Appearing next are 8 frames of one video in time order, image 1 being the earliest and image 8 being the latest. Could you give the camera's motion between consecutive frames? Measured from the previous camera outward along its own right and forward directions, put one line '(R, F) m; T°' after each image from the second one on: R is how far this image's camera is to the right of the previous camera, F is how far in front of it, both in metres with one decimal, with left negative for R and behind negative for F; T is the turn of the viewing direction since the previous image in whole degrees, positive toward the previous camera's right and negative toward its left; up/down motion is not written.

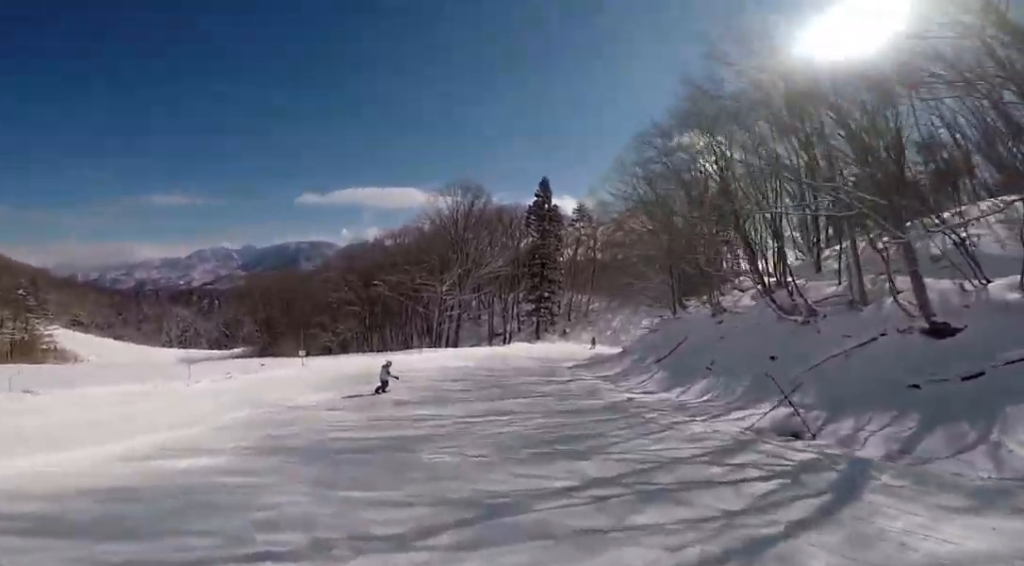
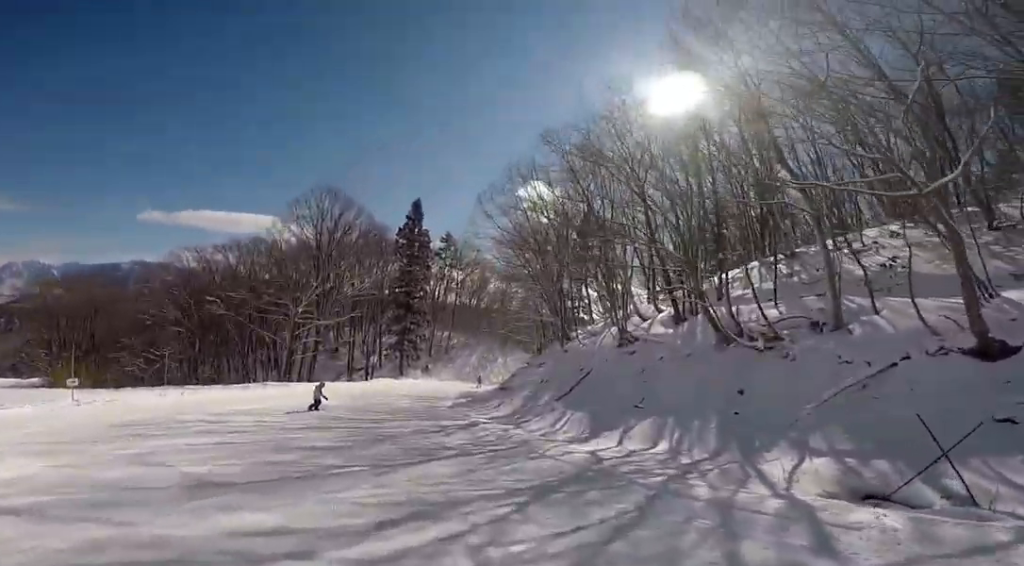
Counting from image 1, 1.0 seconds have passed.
(+1.3, +7.1) m; +11°
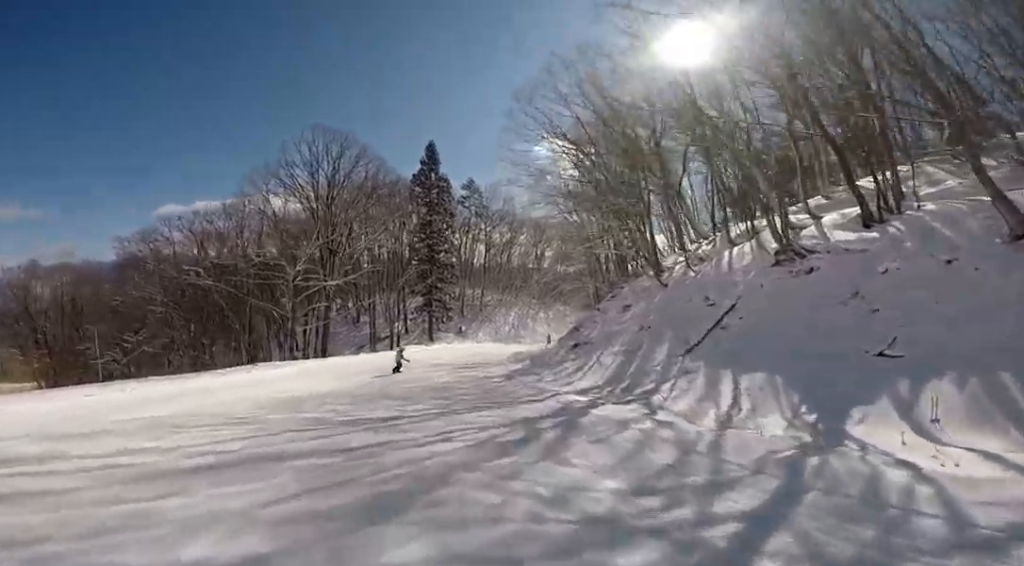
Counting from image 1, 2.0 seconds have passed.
(+0.1, +8.3) m; -1°
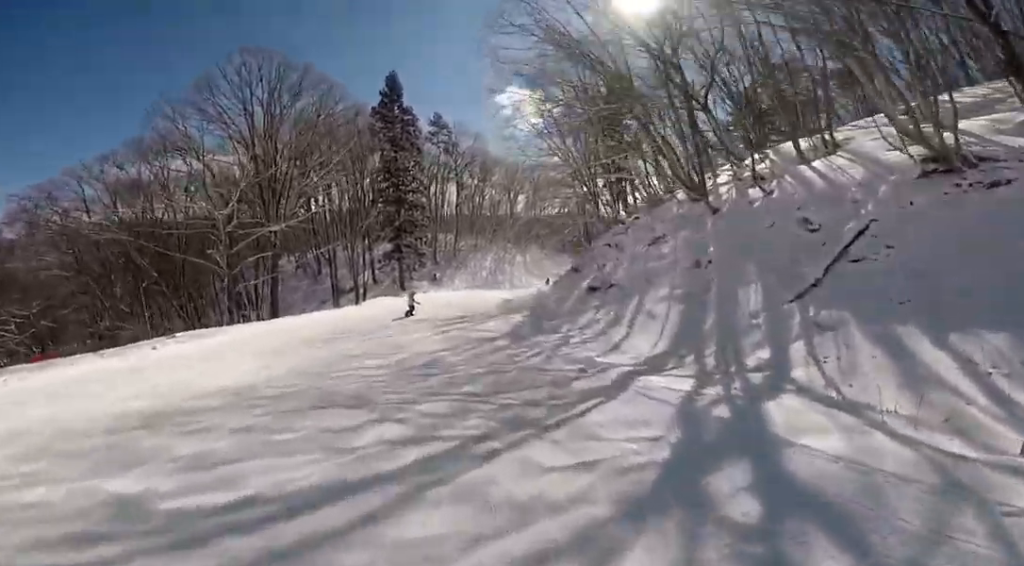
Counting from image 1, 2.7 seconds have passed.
(-0.4, +5.7) m; +2°
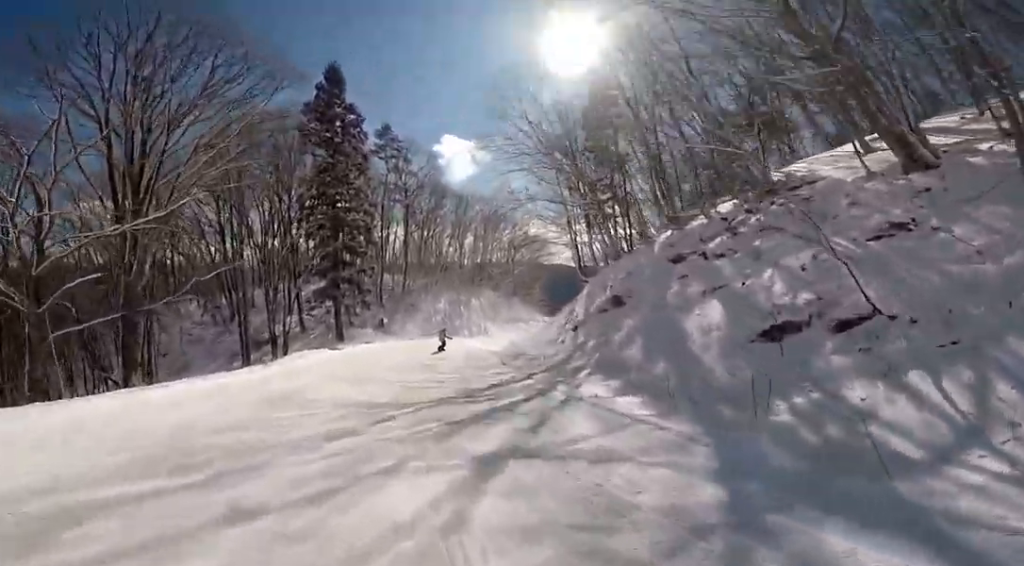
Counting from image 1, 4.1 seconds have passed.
(+1.7, +10.5) m; +6°
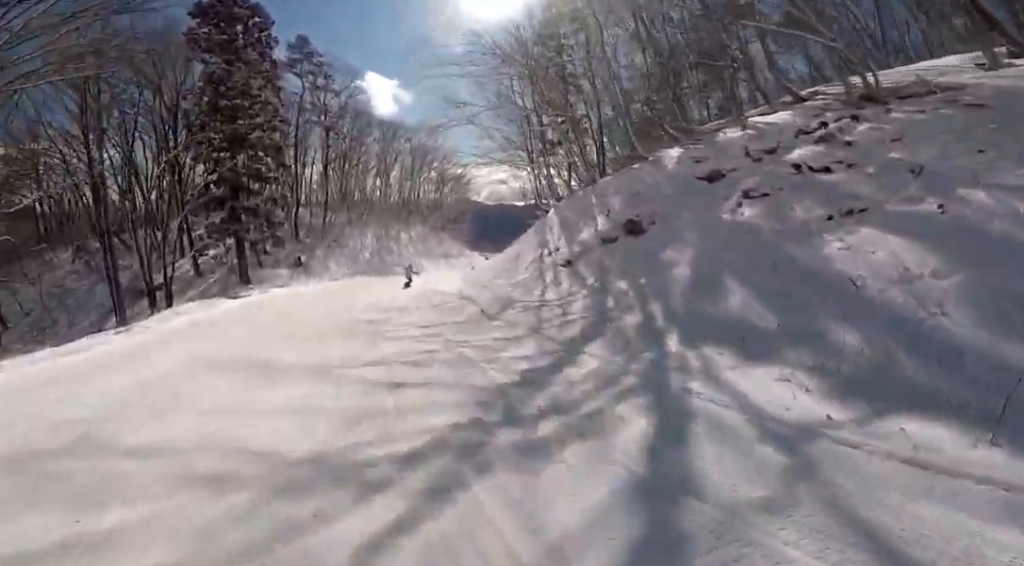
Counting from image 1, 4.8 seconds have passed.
(-0.1, +5.2) m; -1°
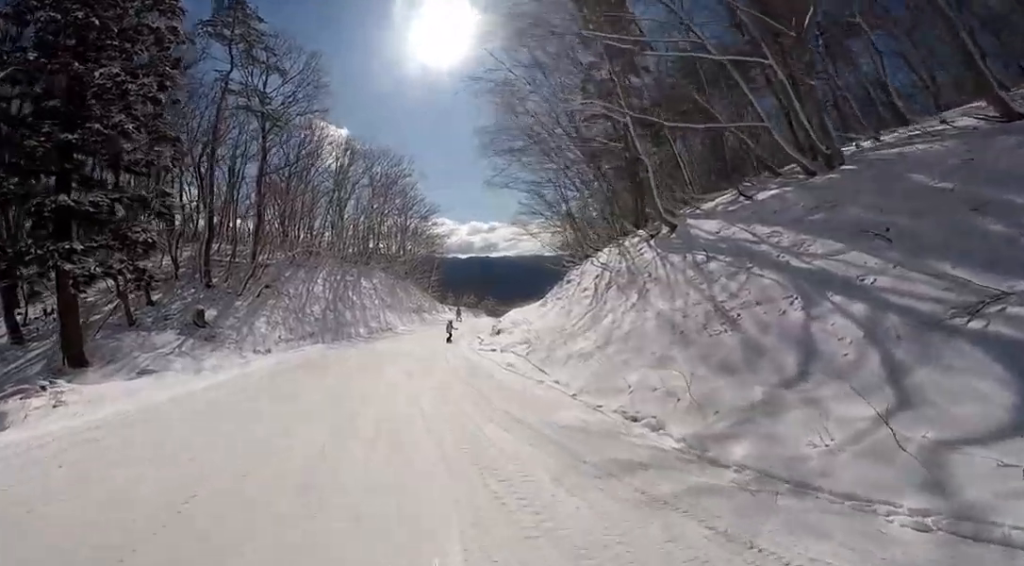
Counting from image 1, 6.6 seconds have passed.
(+1.9, +12.7) m; +19°
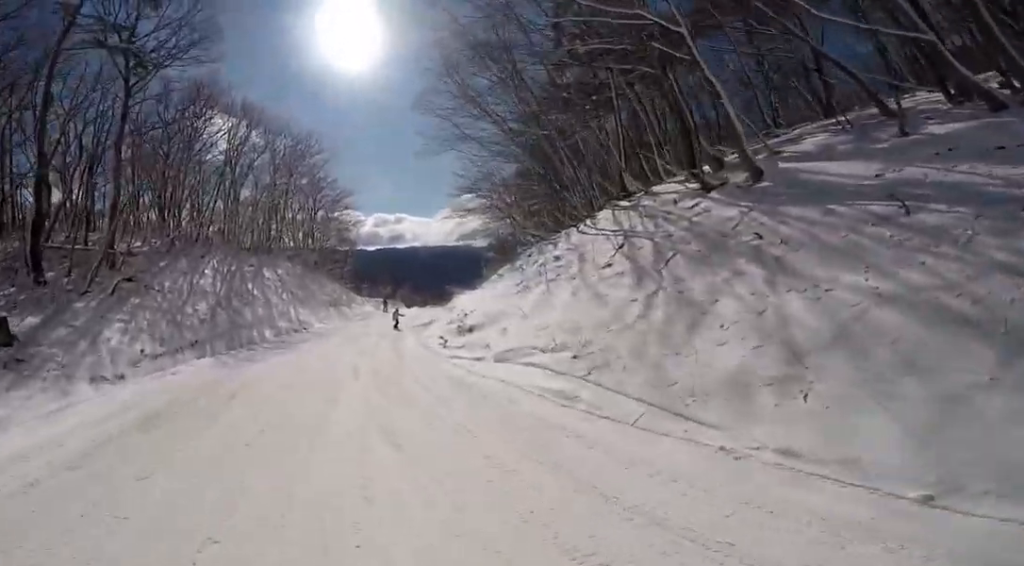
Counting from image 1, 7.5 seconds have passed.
(-0.3, +6.4) m; -2°
